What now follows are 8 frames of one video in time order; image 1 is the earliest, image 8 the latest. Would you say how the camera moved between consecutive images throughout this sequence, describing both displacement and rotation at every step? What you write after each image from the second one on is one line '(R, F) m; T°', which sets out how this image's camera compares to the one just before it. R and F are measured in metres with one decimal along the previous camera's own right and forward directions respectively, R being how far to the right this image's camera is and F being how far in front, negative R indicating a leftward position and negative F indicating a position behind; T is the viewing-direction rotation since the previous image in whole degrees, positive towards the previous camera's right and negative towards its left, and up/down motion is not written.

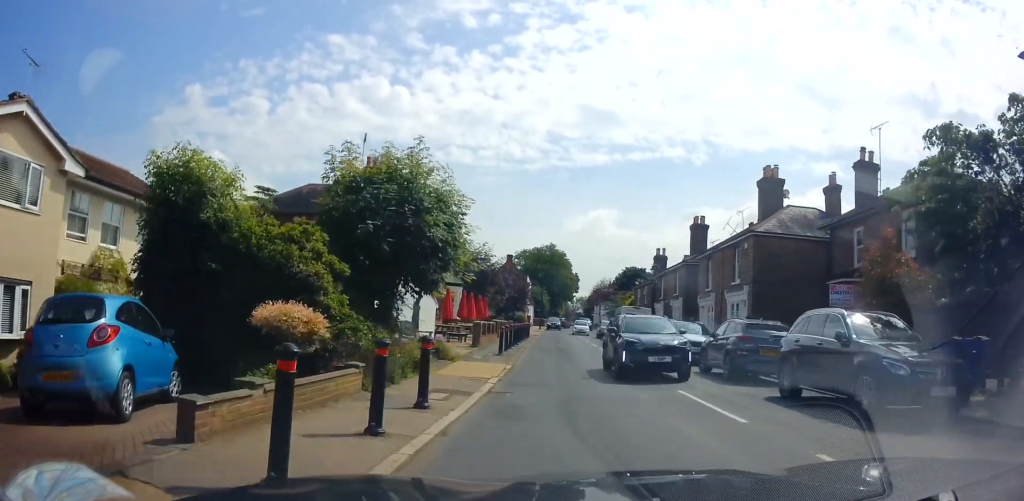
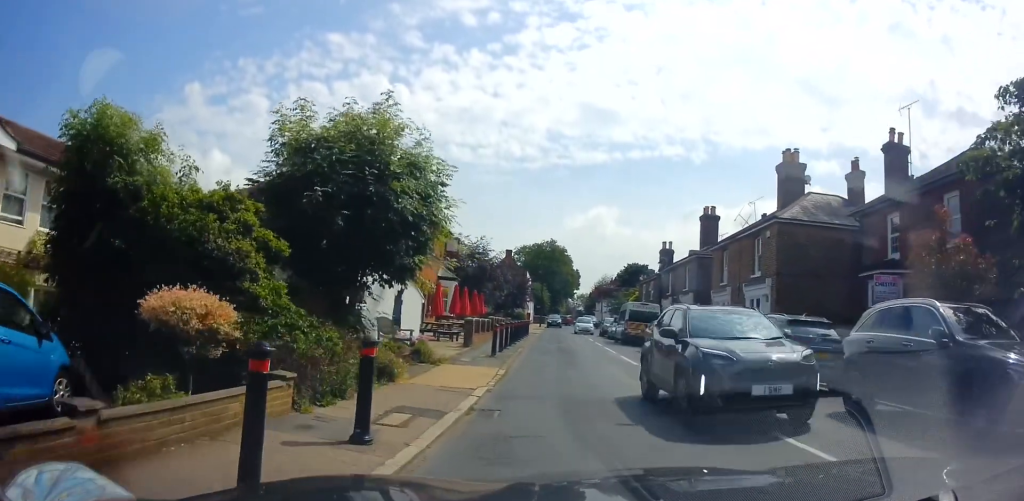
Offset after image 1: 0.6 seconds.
(+0.3, +2.3) m; 0°
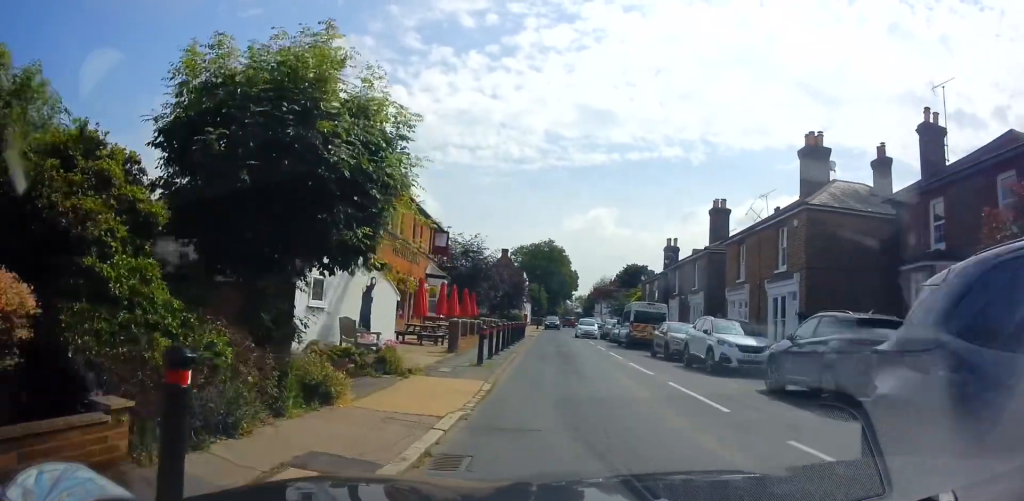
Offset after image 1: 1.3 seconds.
(-0.3, +2.9) m; -1°
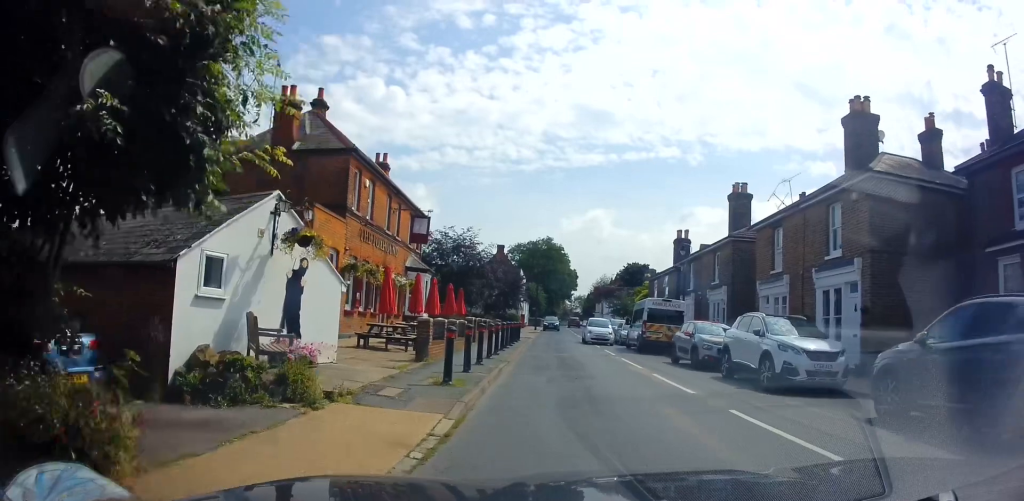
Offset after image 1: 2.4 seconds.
(+0.1, +4.1) m; +4°
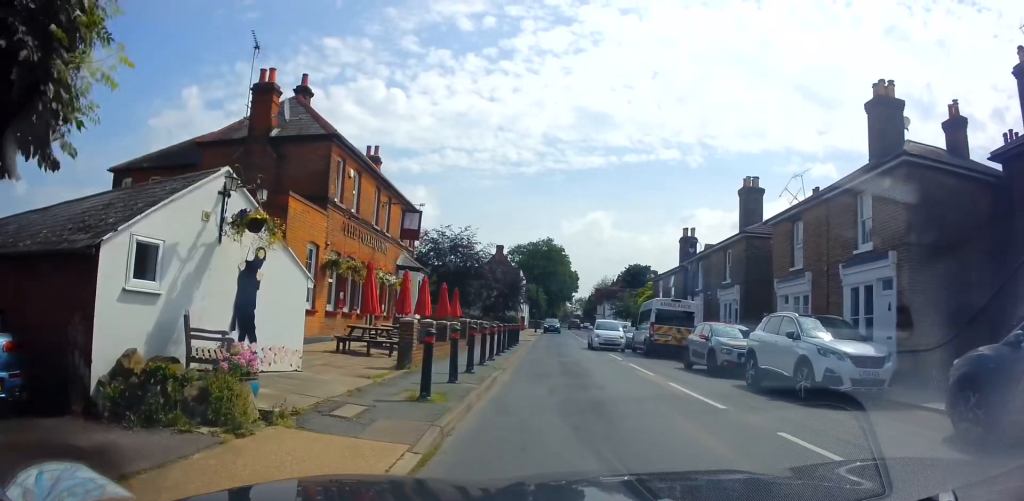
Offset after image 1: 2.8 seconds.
(+0.1, +1.8) m; +1°
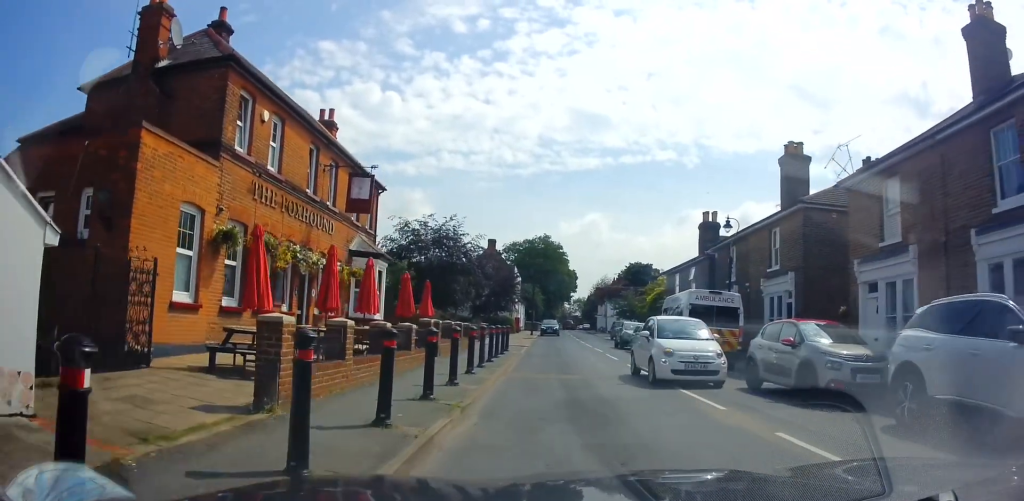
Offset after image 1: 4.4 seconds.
(-0.6, +6.1) m; -5°
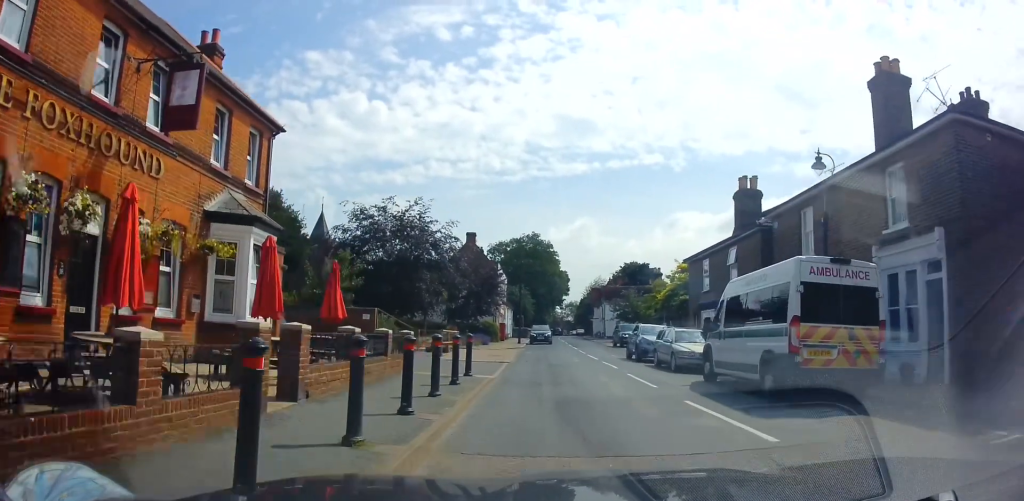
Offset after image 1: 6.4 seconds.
(+0.1, +9.4) m; +1°
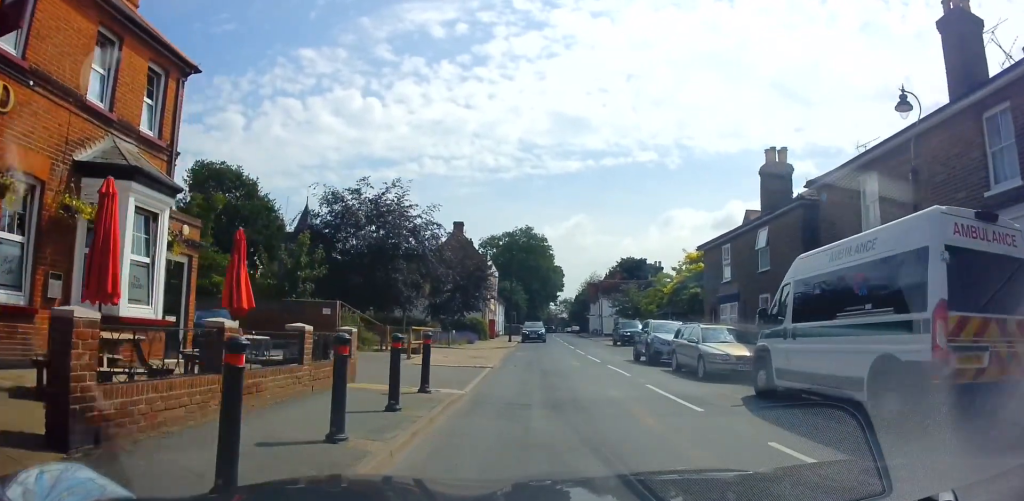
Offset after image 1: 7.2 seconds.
(+0.2, +4.2) m; 0°
